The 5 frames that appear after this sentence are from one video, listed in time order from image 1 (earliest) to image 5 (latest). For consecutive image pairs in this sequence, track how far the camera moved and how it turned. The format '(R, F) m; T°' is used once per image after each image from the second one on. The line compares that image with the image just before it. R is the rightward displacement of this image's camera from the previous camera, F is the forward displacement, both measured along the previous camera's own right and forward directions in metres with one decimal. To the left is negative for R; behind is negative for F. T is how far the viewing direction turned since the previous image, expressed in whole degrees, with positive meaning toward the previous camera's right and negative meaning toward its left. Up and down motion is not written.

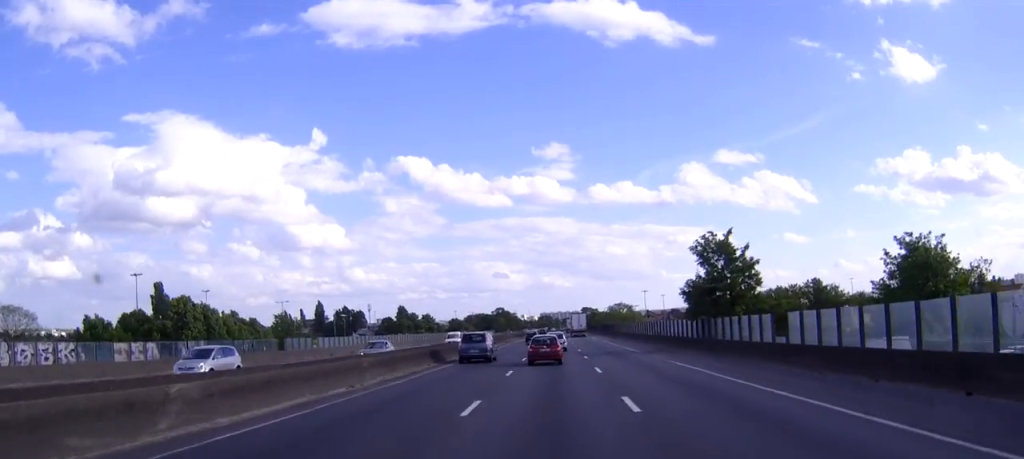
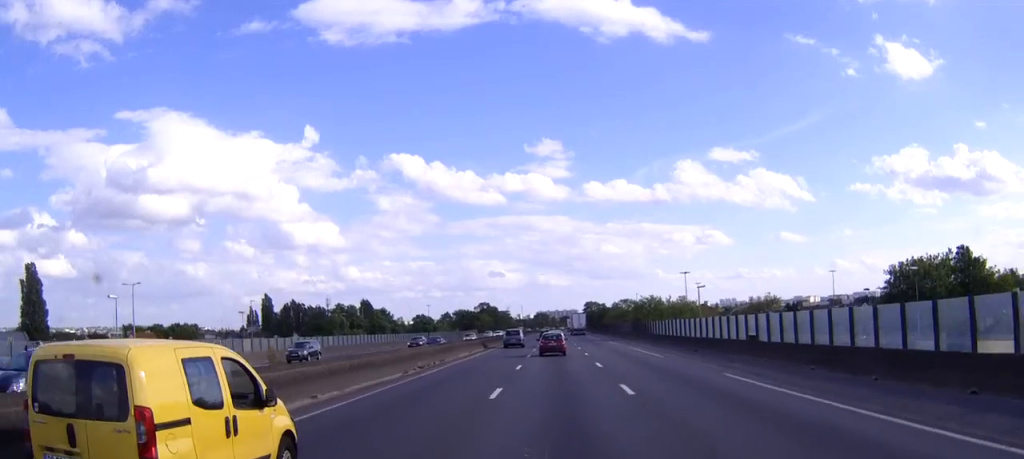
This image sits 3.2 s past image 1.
(-0.2, +60.2) m; 0°
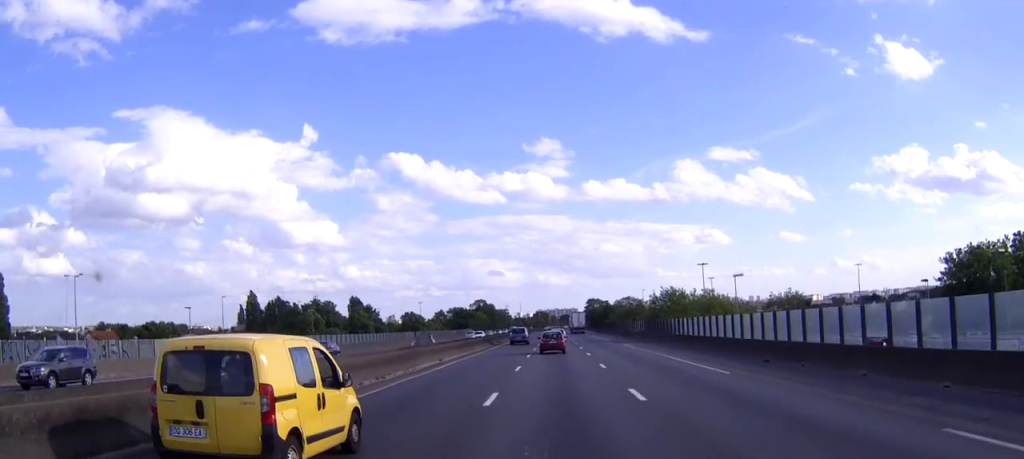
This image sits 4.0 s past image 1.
(+0.1, +14.9) m; 0°
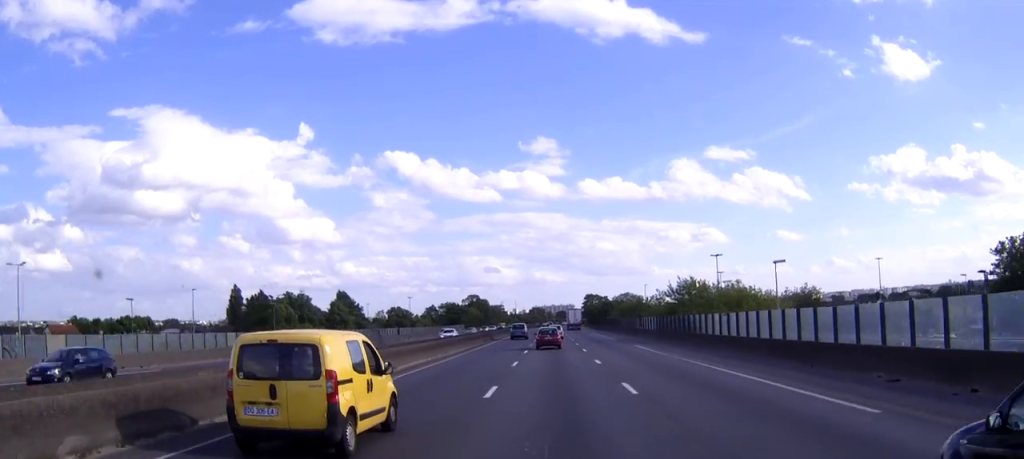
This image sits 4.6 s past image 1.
(0.0, +11.8) m; 0°
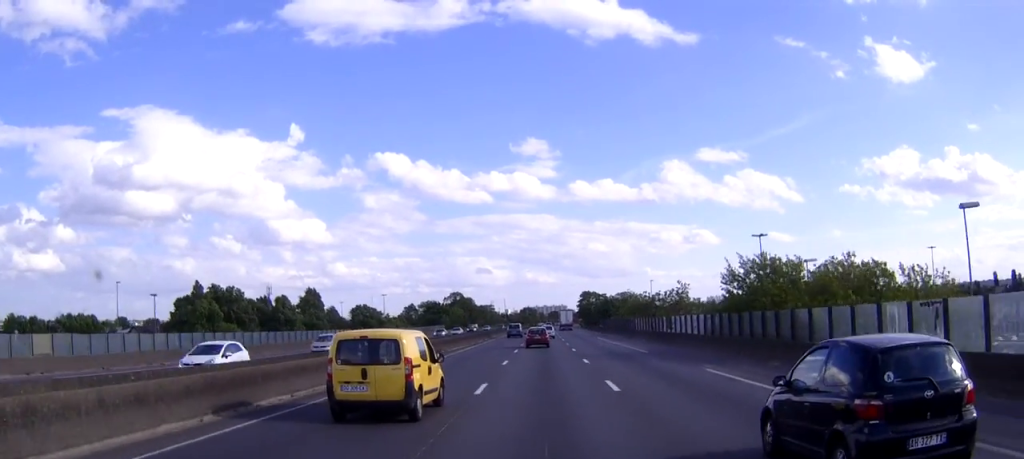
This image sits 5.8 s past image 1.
(+0.1, +24.6) m; +1°
